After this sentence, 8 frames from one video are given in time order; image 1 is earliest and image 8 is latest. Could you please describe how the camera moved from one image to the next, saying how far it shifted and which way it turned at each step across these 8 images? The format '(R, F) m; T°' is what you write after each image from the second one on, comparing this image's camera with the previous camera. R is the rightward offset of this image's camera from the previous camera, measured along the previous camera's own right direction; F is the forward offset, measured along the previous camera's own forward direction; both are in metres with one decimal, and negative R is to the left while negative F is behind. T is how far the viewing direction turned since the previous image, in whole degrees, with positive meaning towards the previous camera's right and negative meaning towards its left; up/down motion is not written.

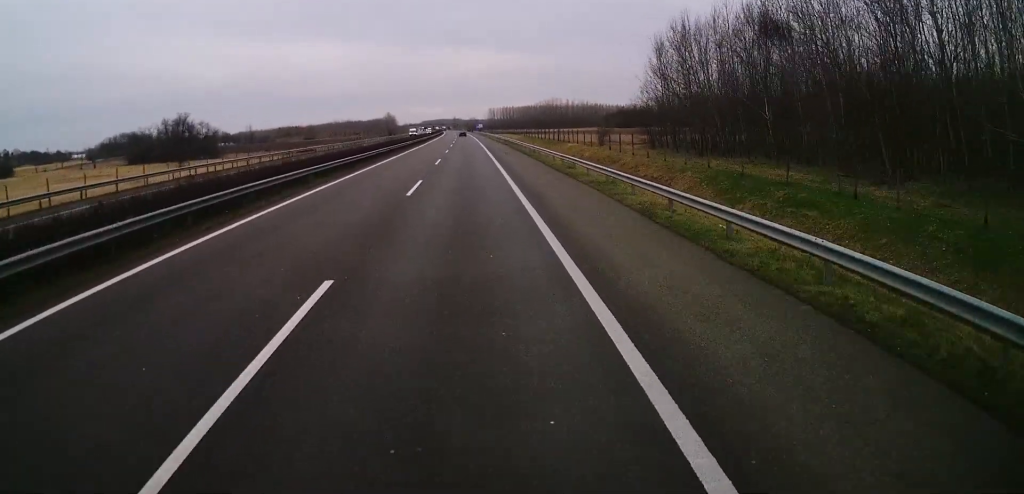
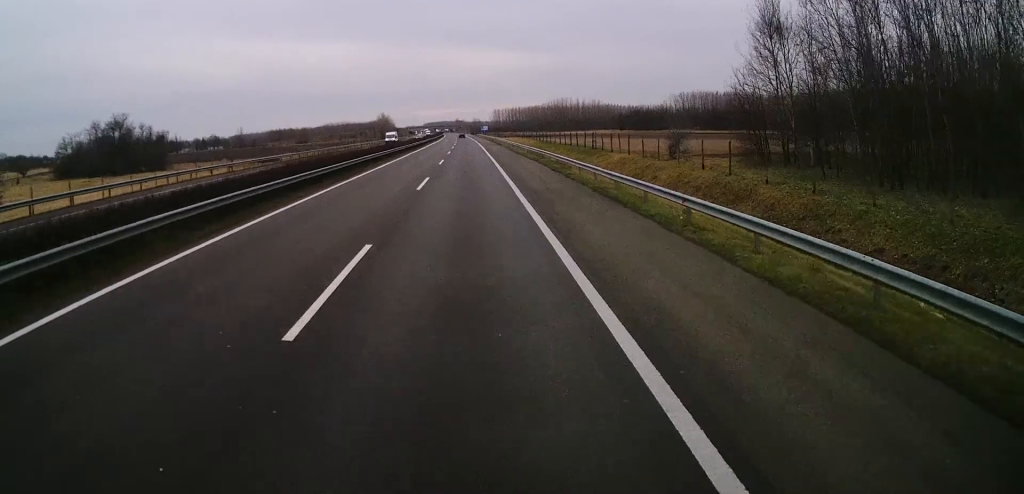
(-0.5, +33.2) m; -1°
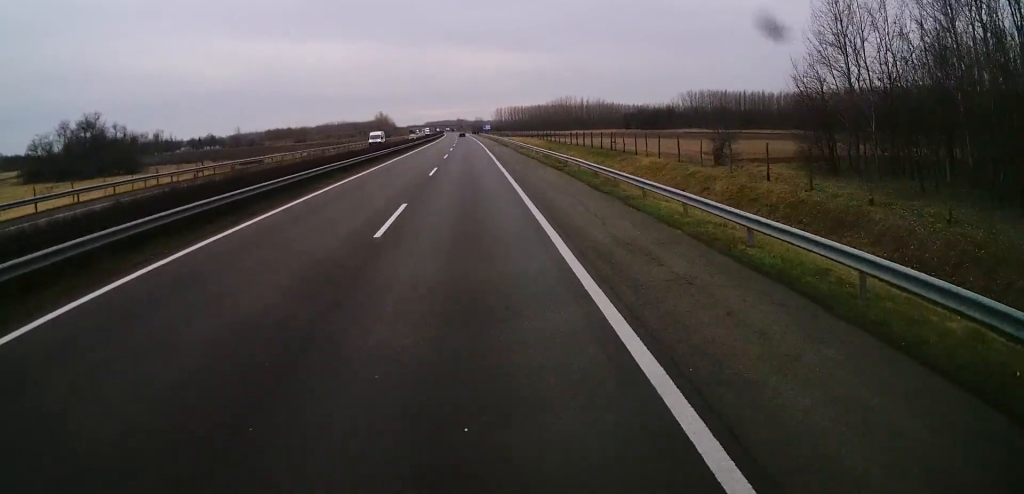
(+0.1, +11.5) m; 0°
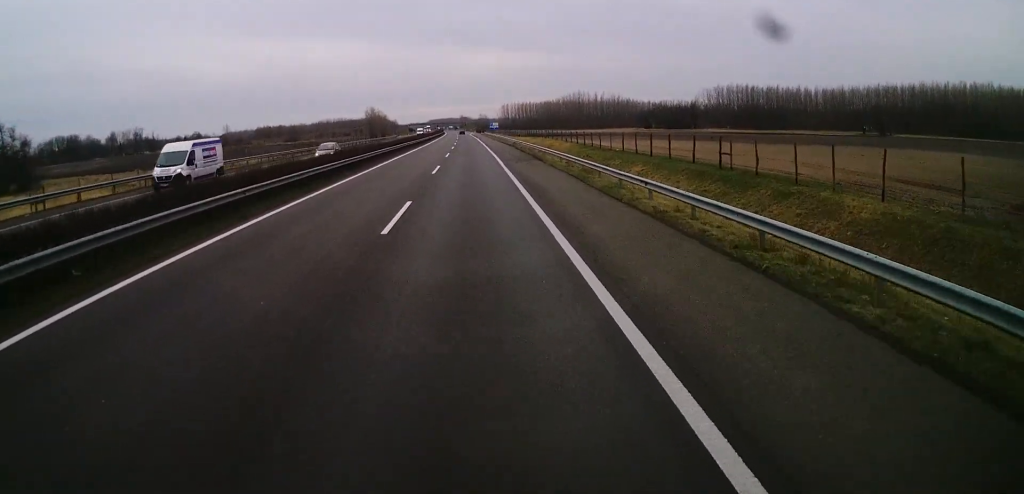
(-0.2, +36.2) m; -1°
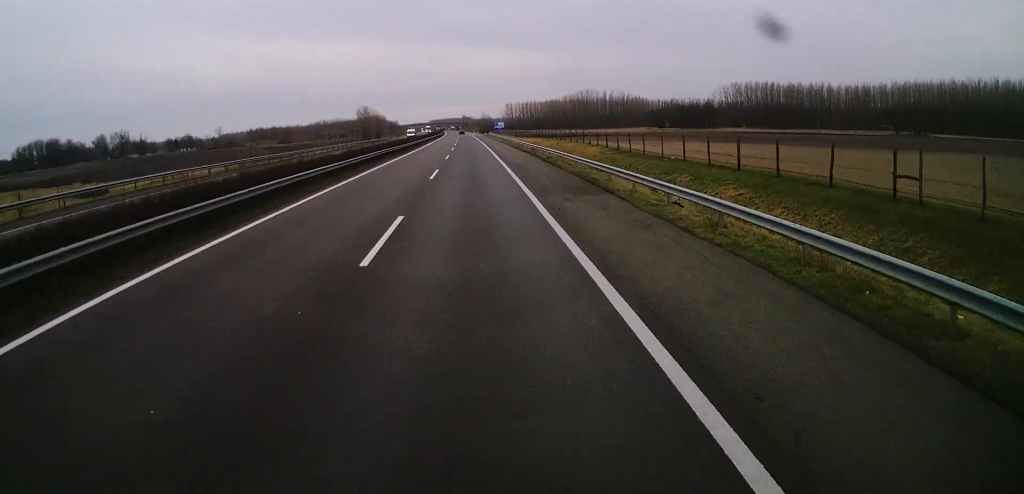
(0.0, +21.5) m; 0°
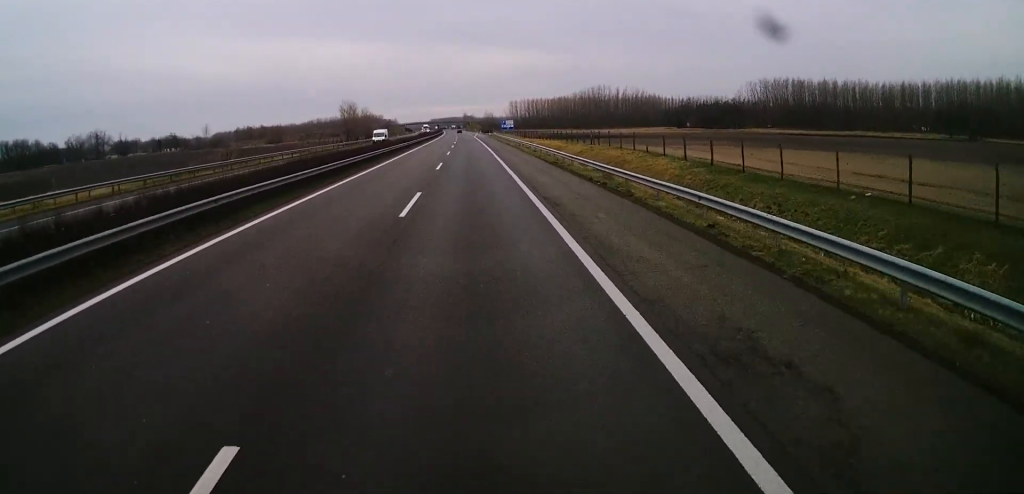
(0.0, +30.7) m; 0°
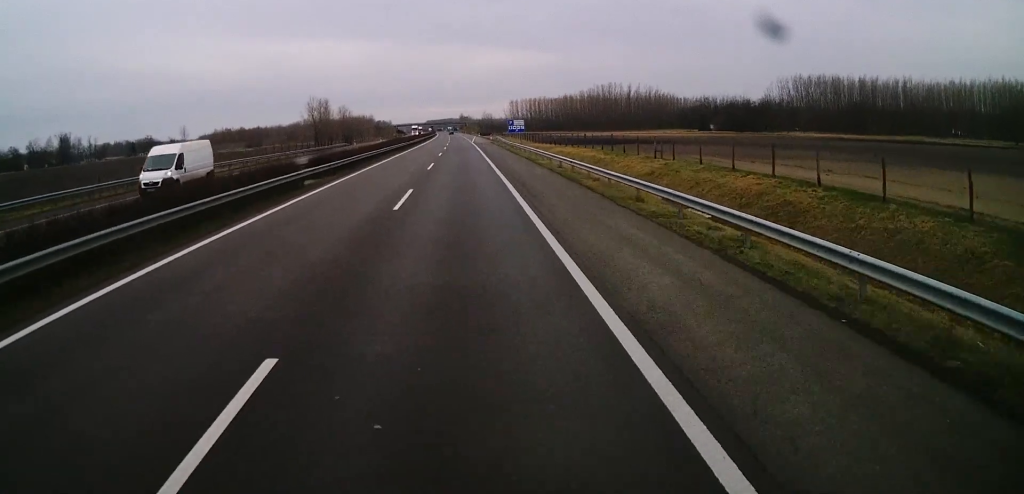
(0.0, +34.6) m; 0°
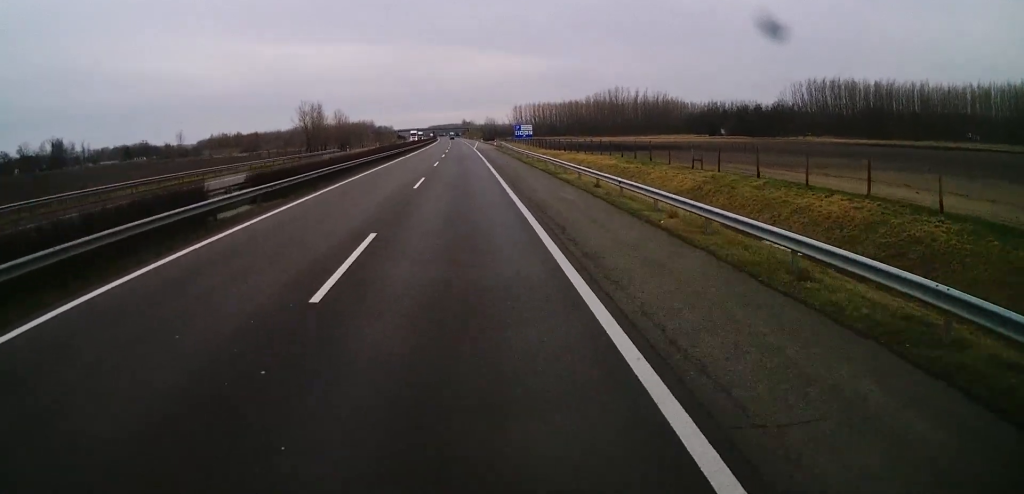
(0.0, +10.0) m; 0°
